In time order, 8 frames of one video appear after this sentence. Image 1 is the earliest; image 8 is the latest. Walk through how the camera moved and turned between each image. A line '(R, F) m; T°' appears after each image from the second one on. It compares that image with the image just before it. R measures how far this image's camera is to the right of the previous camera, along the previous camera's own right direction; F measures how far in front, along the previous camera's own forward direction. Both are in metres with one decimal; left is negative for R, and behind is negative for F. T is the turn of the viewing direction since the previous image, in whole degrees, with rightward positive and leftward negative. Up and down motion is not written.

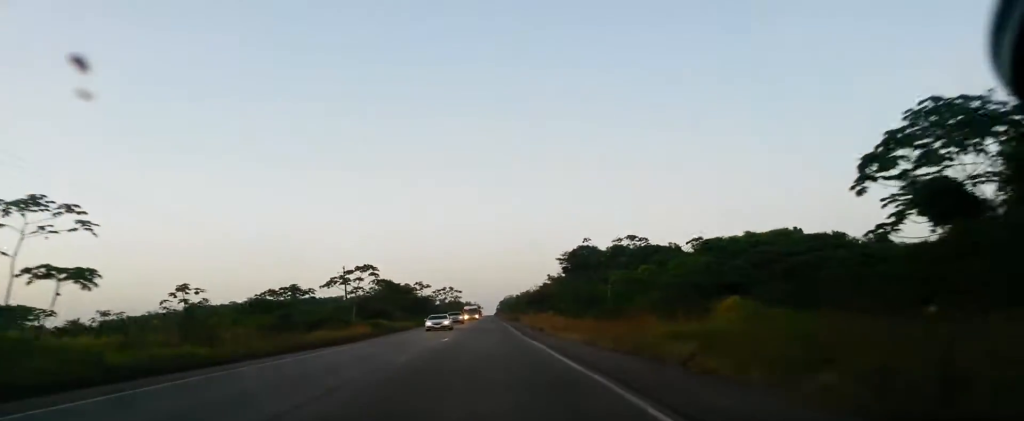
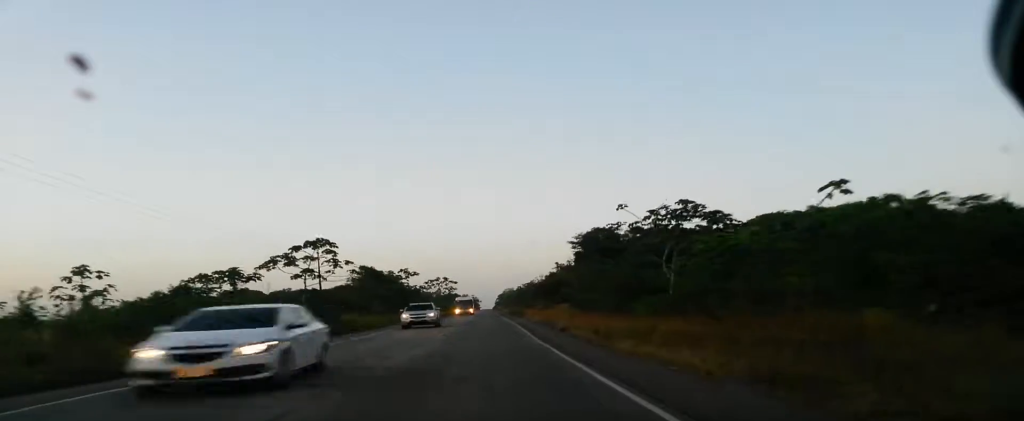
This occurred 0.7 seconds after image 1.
(-1.1, +17.4) m; -3°
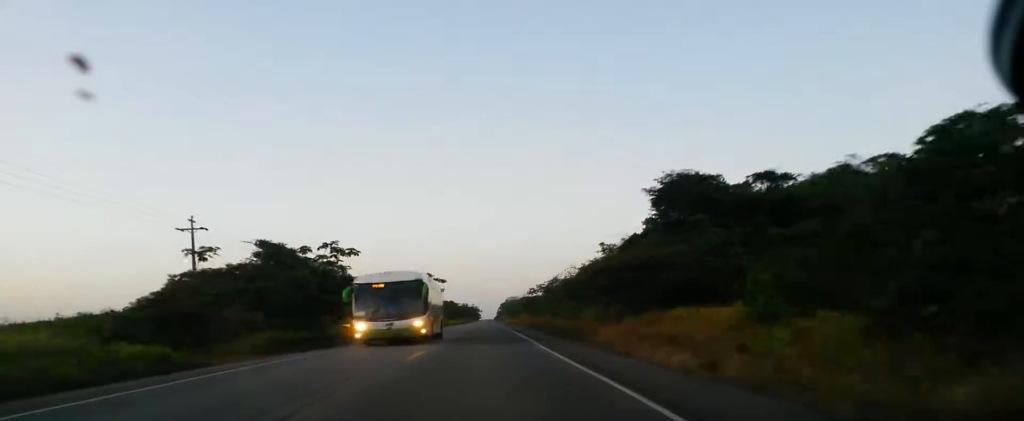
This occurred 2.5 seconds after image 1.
(-1.0, +43.6) m; -1°
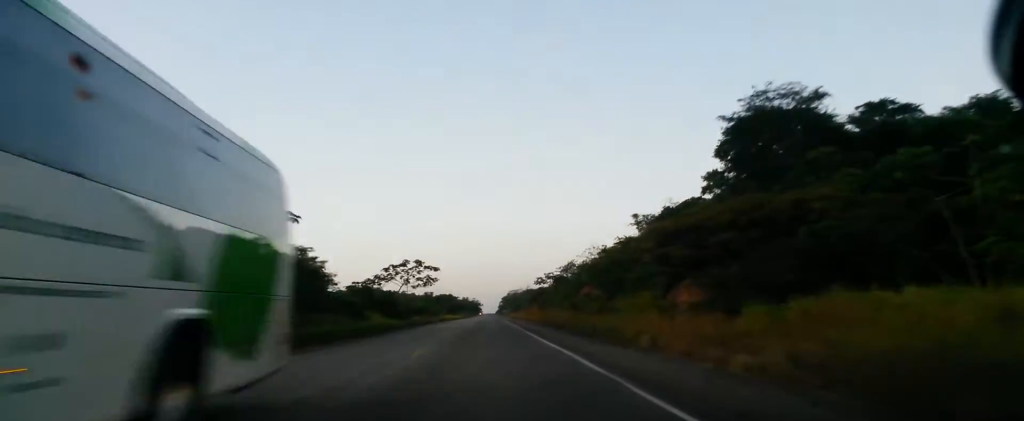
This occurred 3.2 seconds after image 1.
(0.0, +15.9) m; +1°
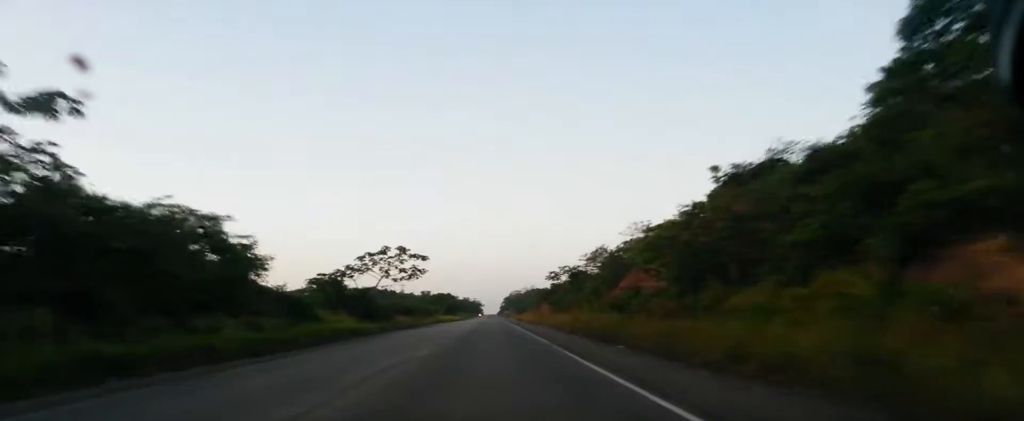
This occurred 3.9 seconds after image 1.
(+0.2, +18.6) m; +2°
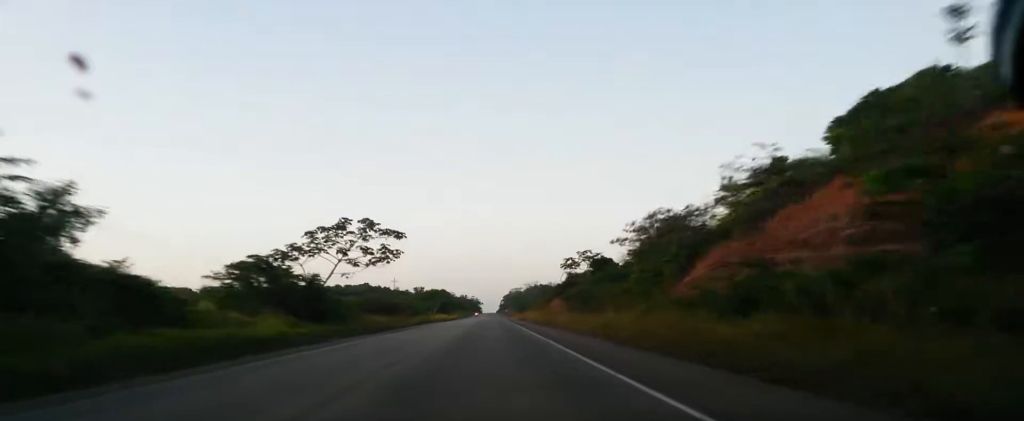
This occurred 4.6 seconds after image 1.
(+0.4, +19.1) m; 0°
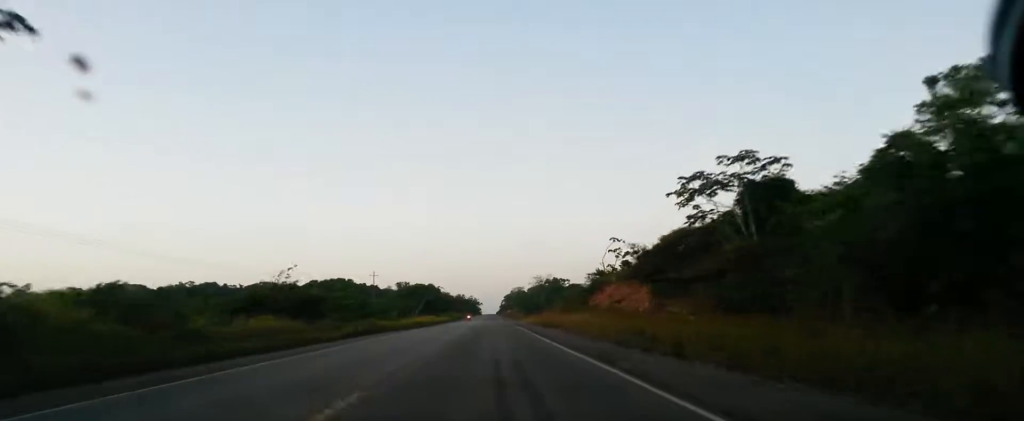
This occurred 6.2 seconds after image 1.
(-0.6, +42.1) m; -1°
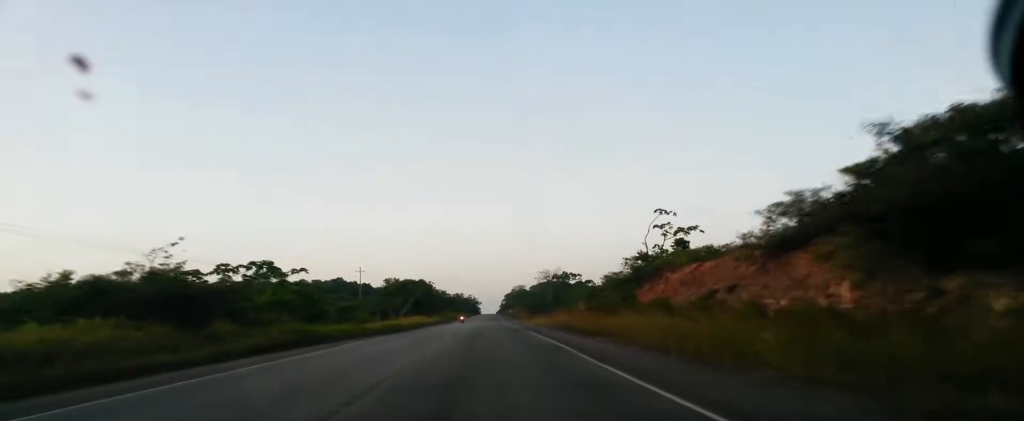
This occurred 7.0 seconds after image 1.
(+0.1, +19.5) m; 0°
